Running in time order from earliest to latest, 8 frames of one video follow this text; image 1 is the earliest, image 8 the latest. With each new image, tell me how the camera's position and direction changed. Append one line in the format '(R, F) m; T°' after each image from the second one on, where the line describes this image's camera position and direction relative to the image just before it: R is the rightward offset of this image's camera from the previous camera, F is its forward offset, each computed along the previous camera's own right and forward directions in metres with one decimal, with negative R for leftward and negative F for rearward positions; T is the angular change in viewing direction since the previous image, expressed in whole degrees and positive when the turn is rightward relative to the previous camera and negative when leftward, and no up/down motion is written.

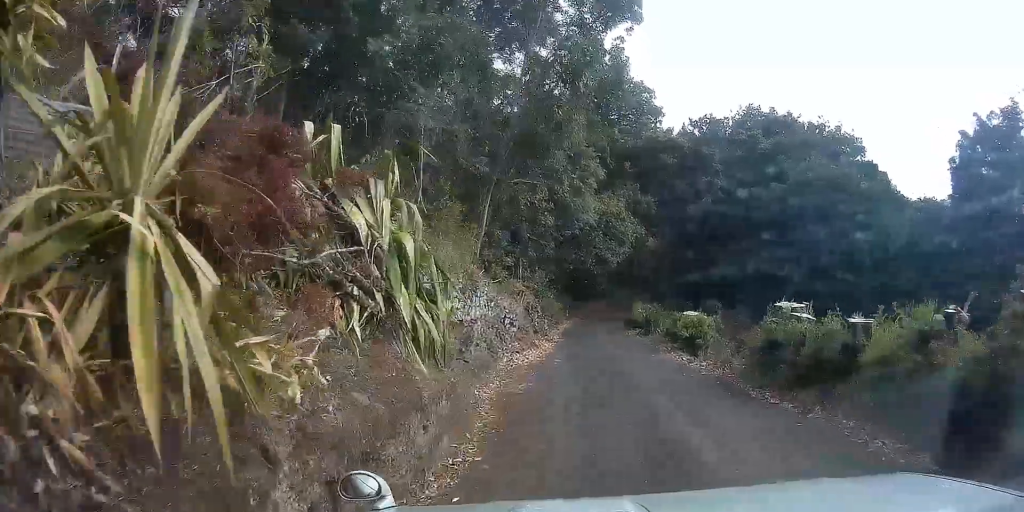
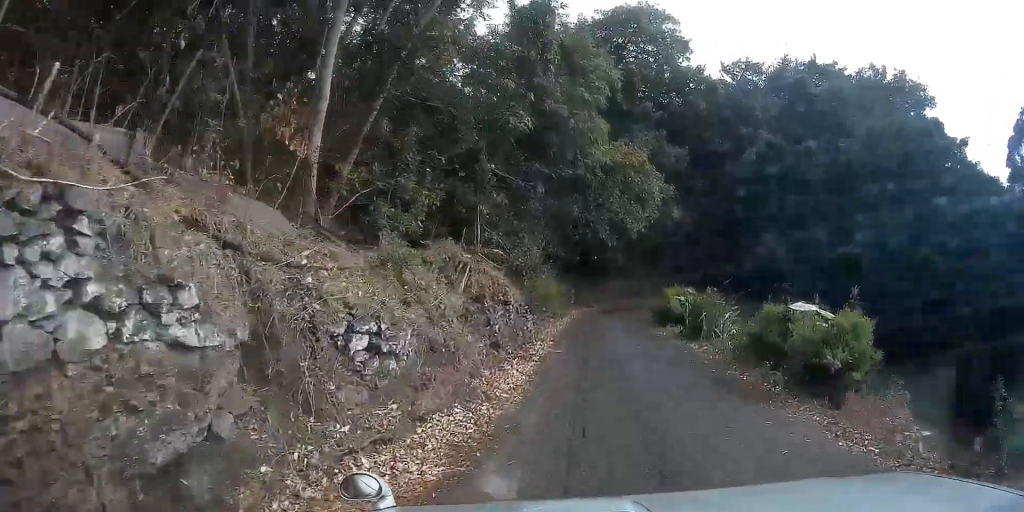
(-0.2, +10.7) m; -4°
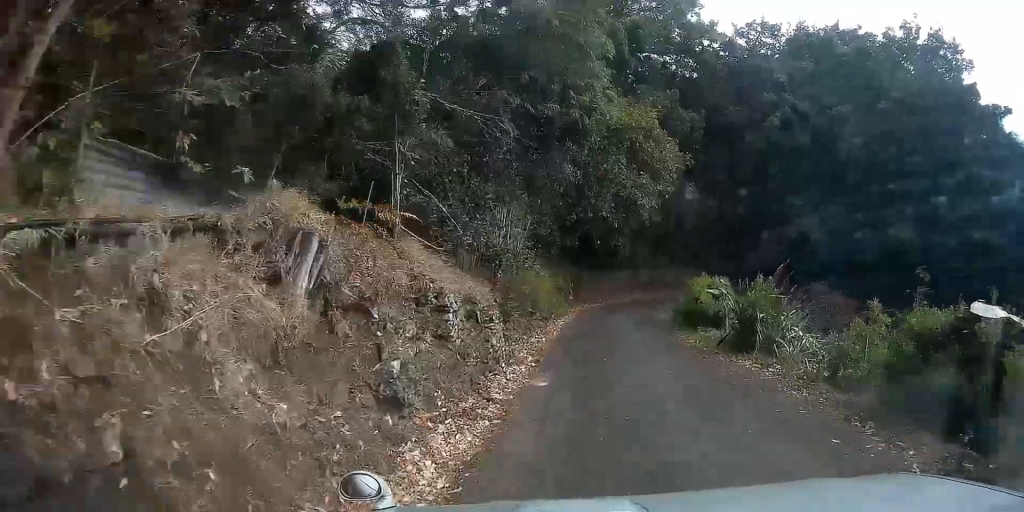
(-0.1, +5.5) m; -2°
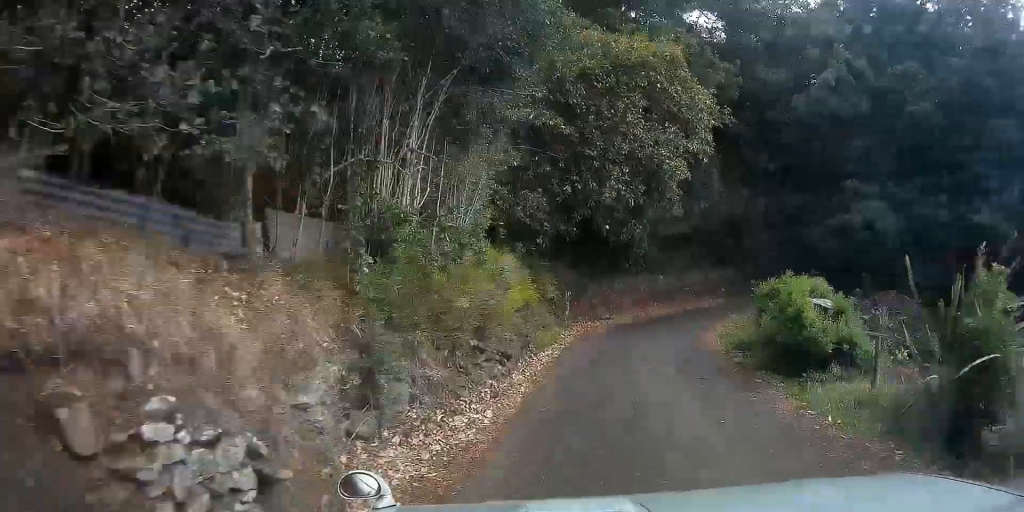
(0.0, +7.6) m; +3°
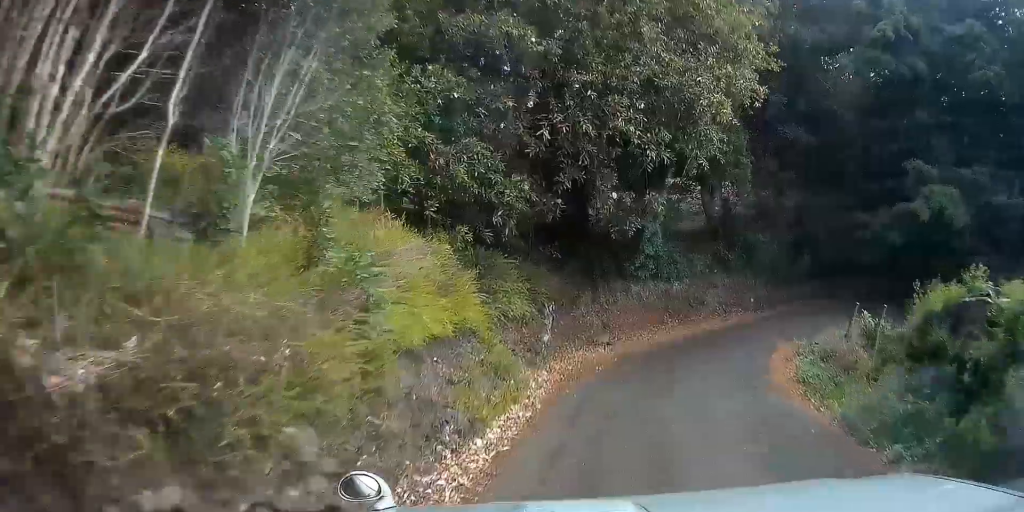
(+0.2, +5.9) m; +6°
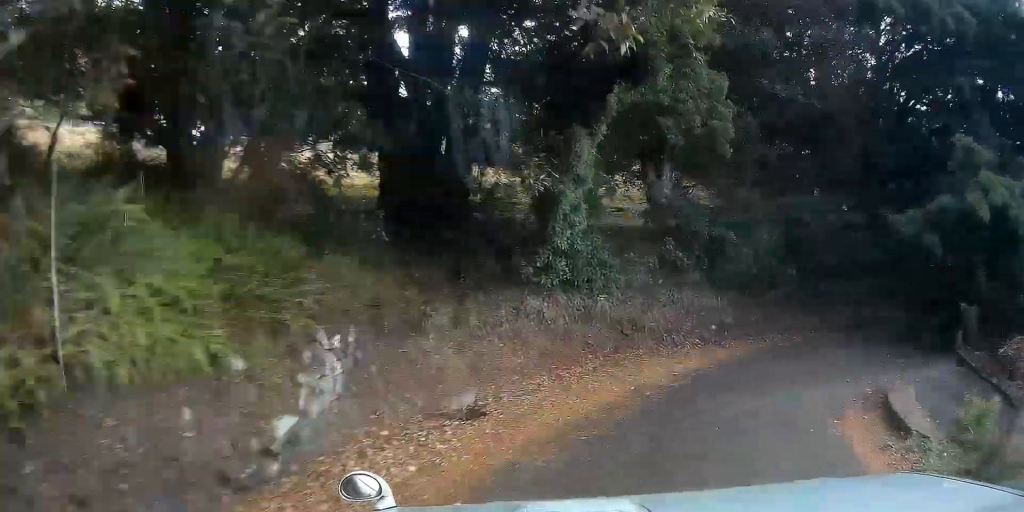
(+0.6, +6.9) m; +11°
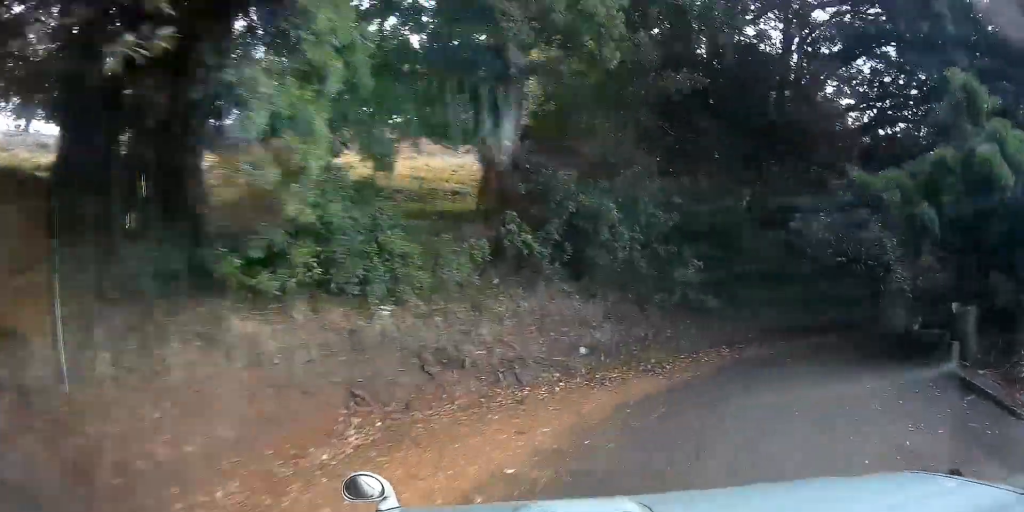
(+0.4, +5.1) m; +8°
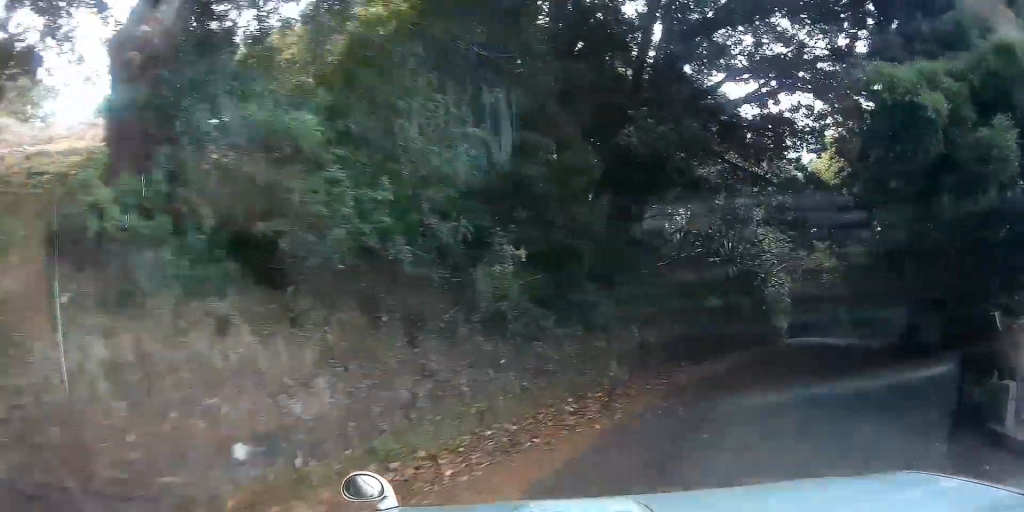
(+0.2, +5.4) m; +9°
